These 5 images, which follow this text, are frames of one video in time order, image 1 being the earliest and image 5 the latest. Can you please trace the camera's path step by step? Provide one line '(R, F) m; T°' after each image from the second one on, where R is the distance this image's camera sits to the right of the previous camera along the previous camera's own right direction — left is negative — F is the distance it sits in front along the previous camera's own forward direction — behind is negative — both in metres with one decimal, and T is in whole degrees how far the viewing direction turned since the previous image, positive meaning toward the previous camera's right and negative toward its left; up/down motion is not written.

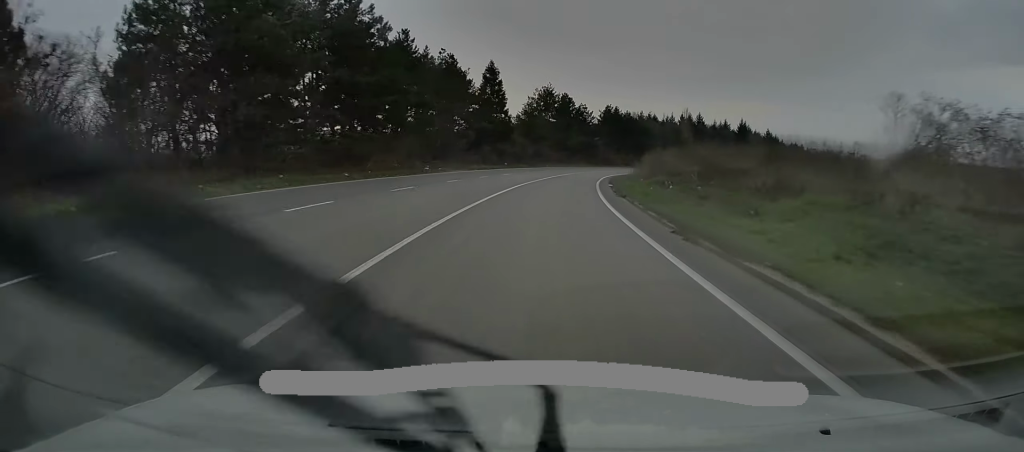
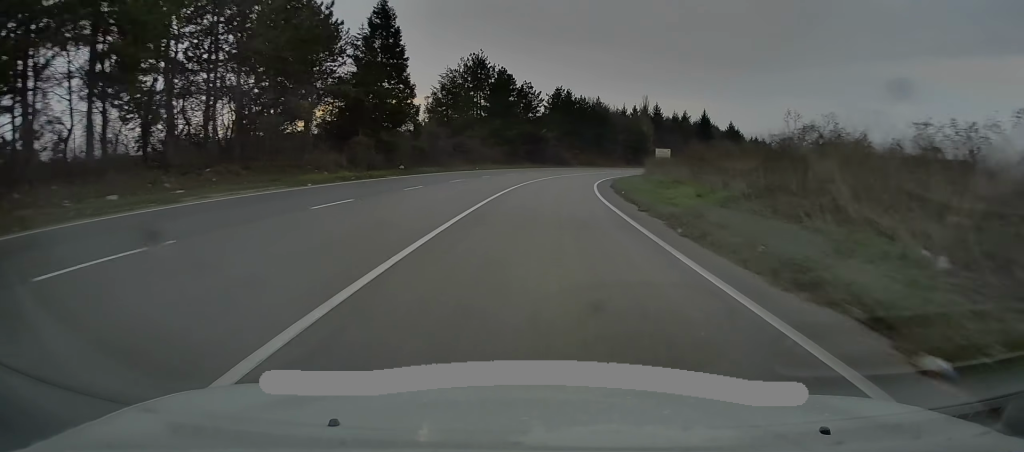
(+1.6, +34.4) m; +6°
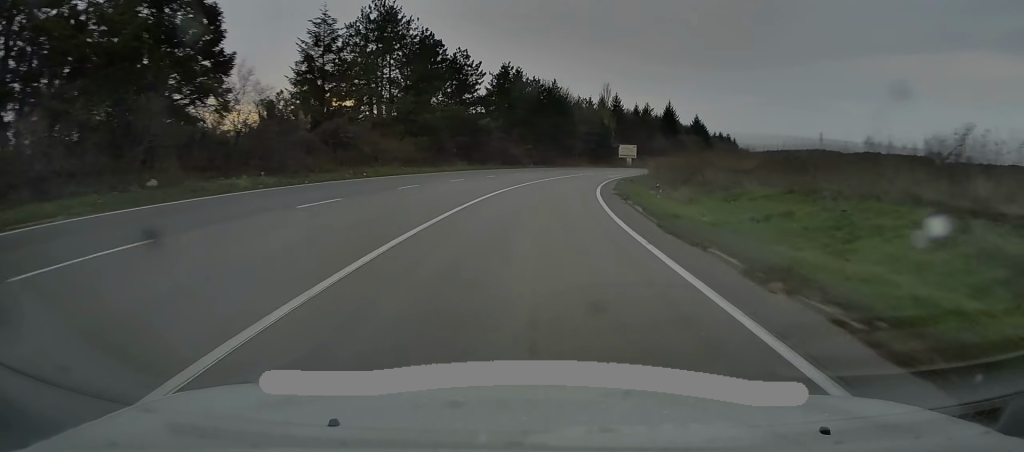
(+1.0, +27.0) m; +4°
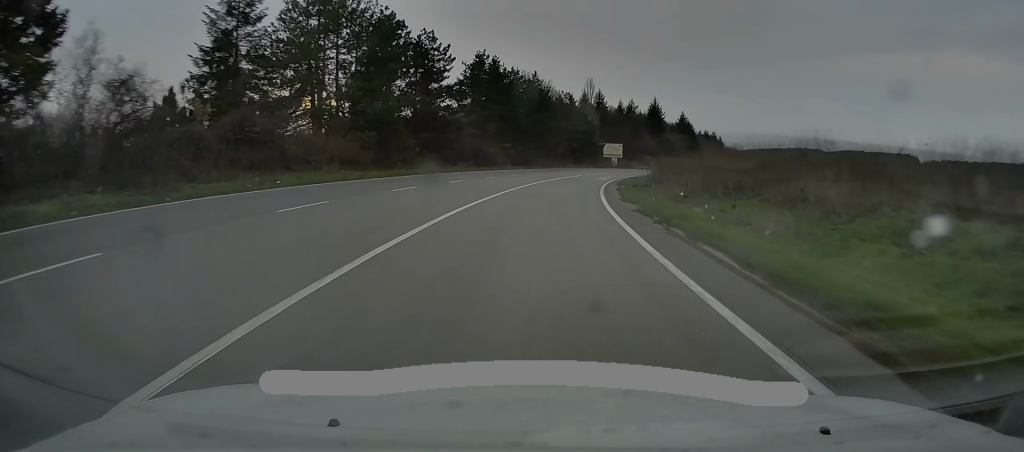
(-0.2, +10.0) m; +2°
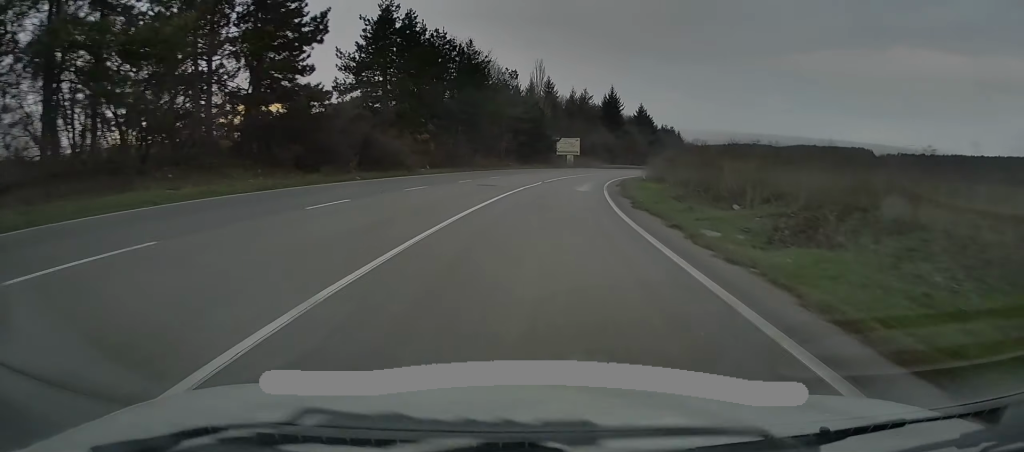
(+1.7, +25.7) m; +6°
